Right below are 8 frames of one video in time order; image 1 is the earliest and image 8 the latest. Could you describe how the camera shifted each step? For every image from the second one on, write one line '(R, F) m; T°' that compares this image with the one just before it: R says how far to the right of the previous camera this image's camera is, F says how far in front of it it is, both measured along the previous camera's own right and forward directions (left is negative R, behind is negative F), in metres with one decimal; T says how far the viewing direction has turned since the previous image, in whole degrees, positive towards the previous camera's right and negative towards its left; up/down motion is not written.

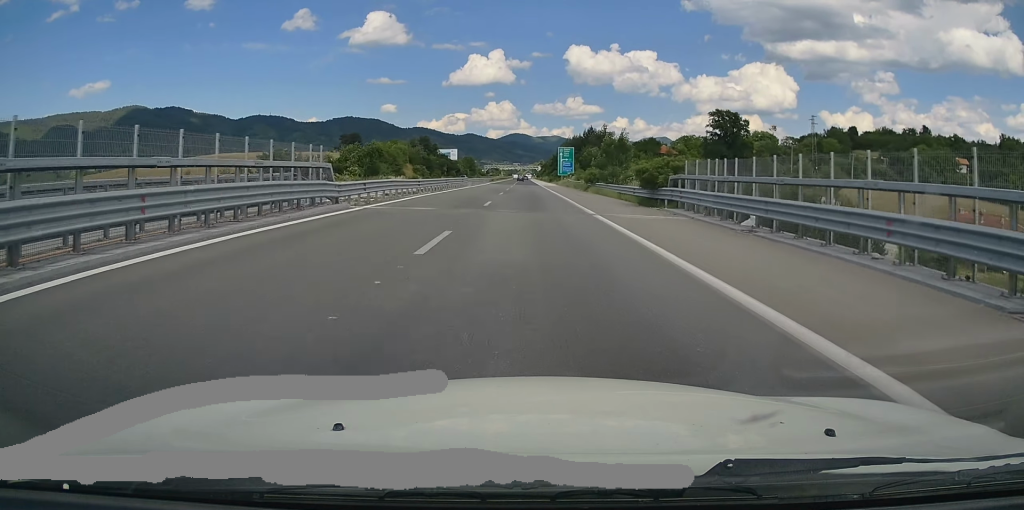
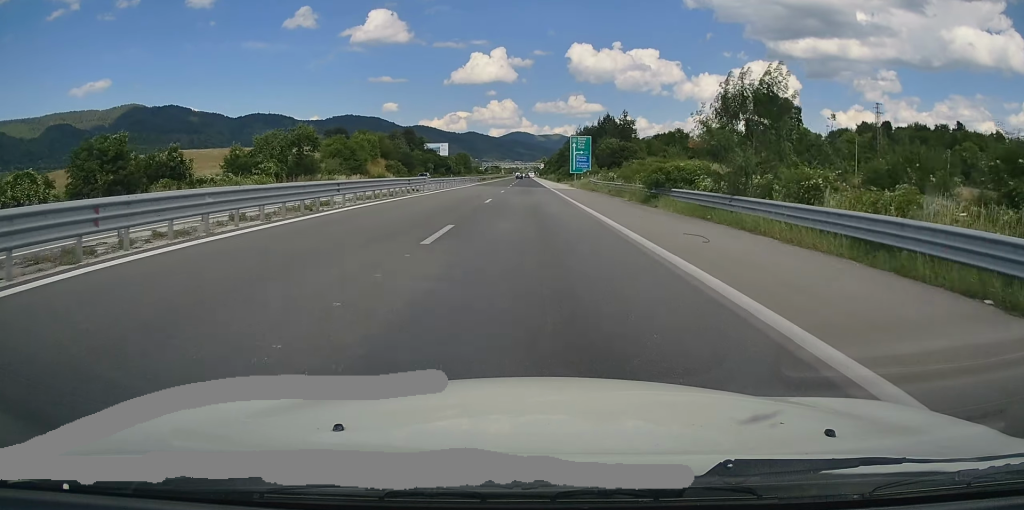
(+0.2, +30.9) m; 0°
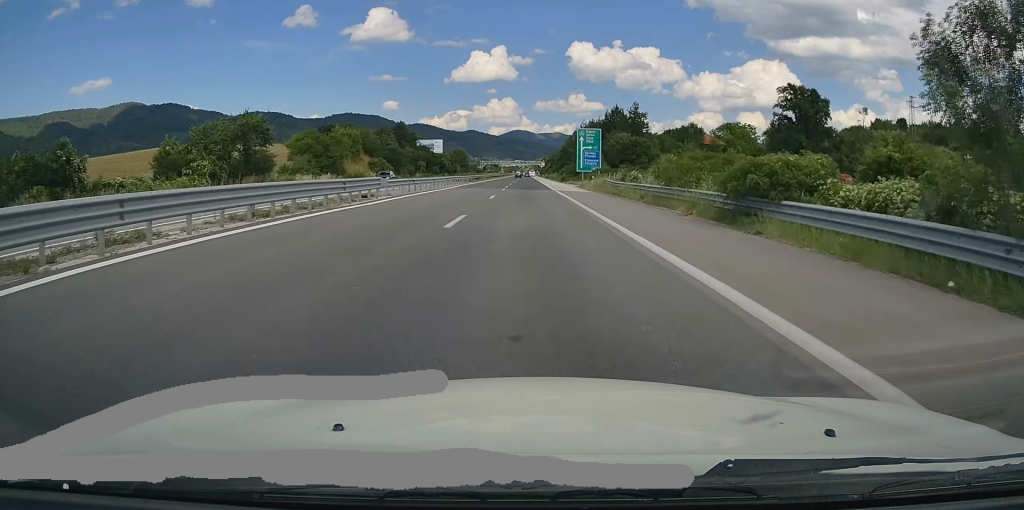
(0.0, +12.9) m; 0°
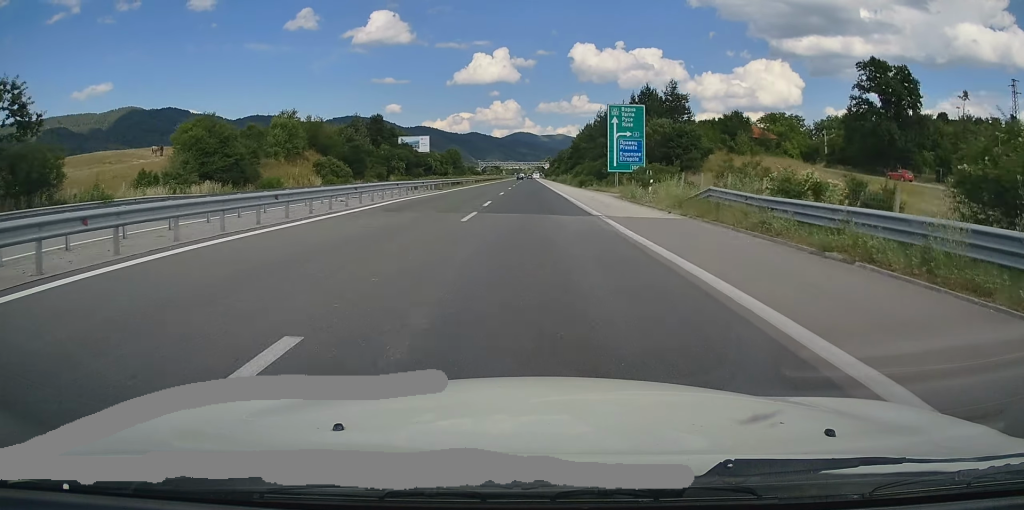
(-0.1, +29.5) m; 0°
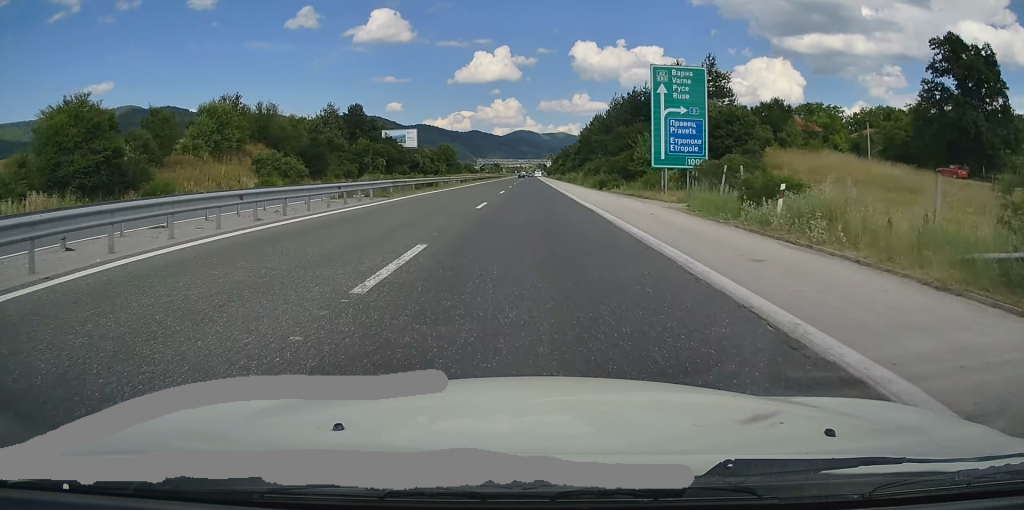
(0.0, +18.3) m; 0°
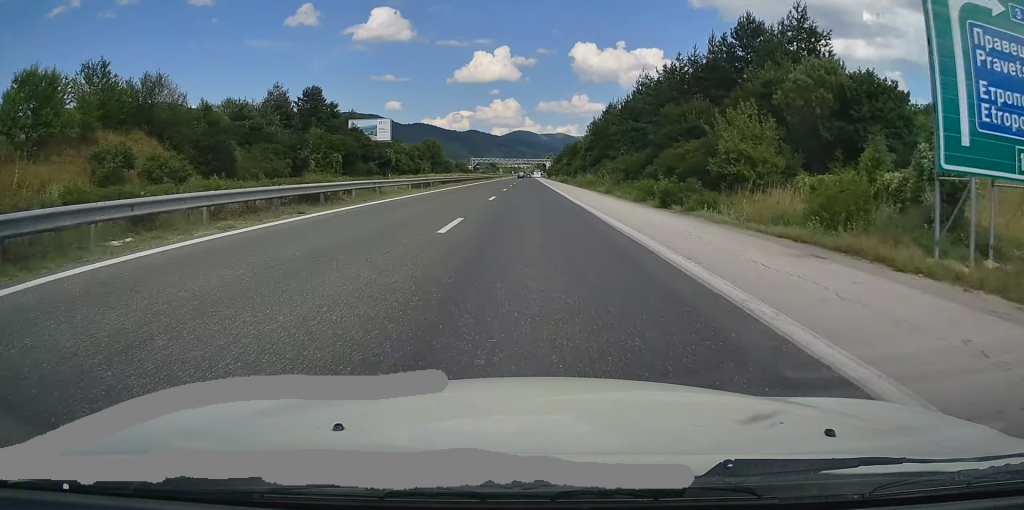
(0.0, +24.7) m; 0°
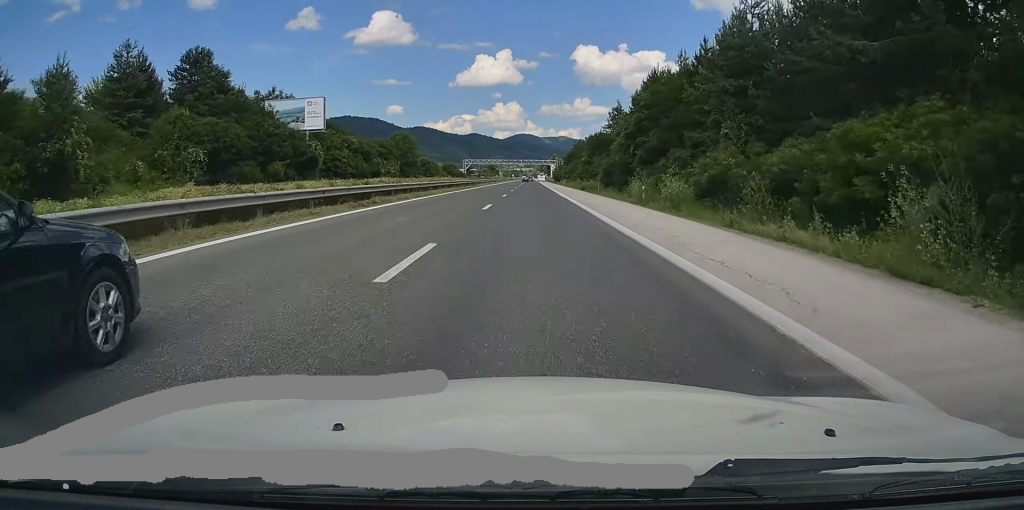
(-0.1, +37.5) m; 0°
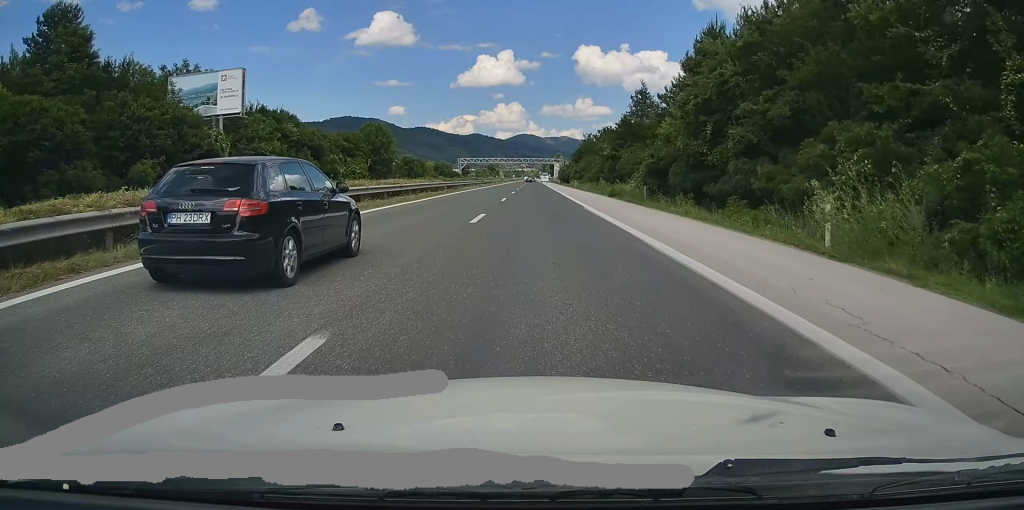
(0.0, +22.4) m; -1°
